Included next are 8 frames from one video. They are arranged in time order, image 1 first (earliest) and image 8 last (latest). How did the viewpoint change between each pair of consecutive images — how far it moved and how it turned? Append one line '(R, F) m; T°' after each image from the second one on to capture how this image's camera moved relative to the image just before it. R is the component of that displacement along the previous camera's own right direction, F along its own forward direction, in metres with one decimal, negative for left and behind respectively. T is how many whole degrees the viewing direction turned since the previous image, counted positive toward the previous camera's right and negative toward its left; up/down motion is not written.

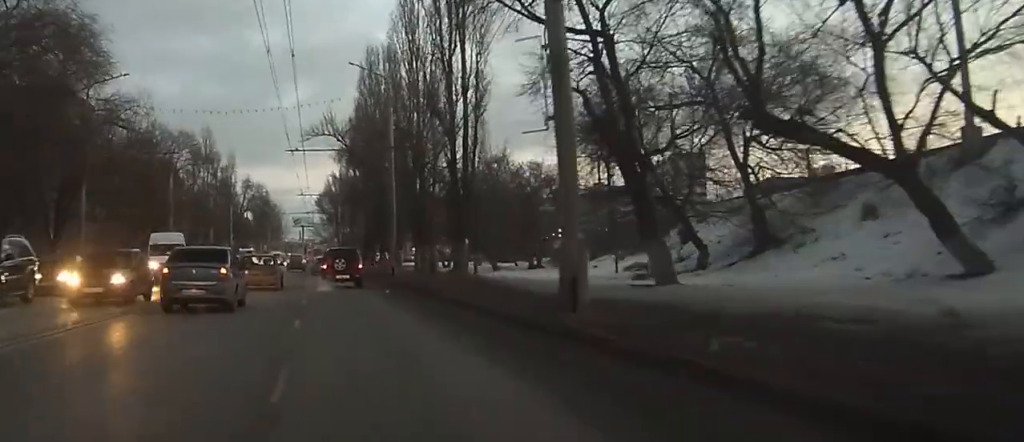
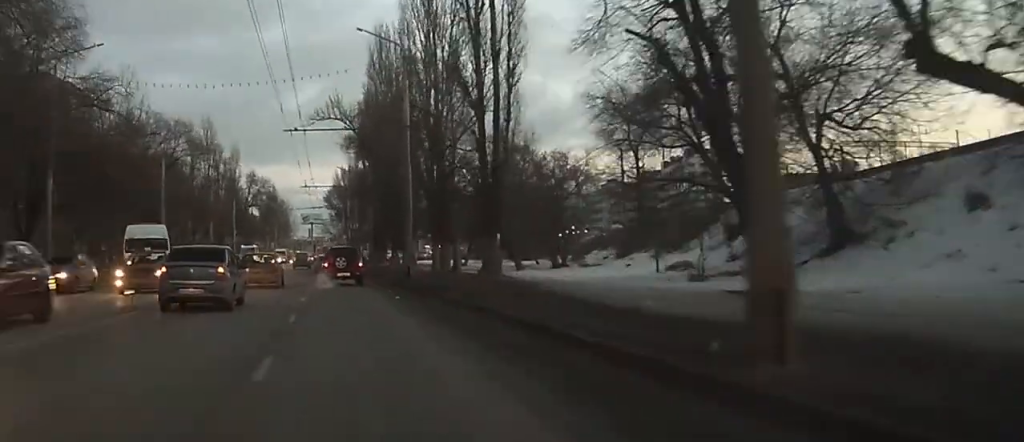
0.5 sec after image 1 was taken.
(+0.1, +6.5) m; 0°
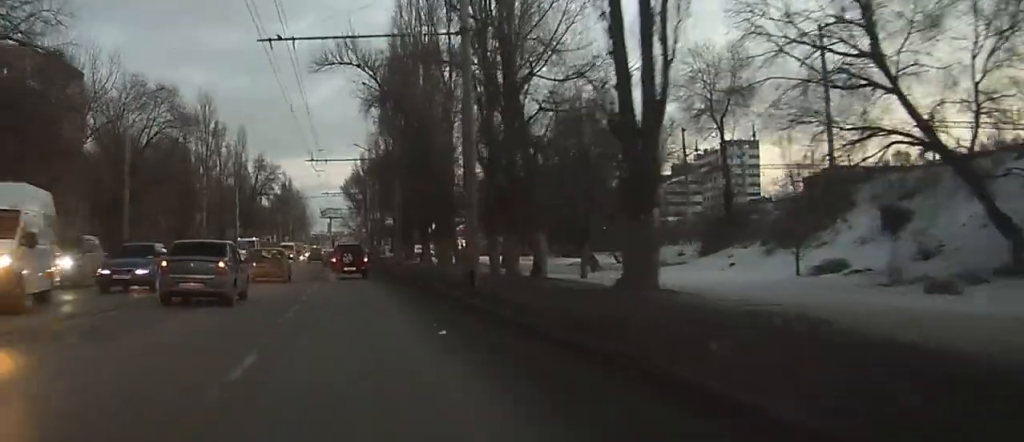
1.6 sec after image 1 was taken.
(+0.1, +15.8) m; 0°
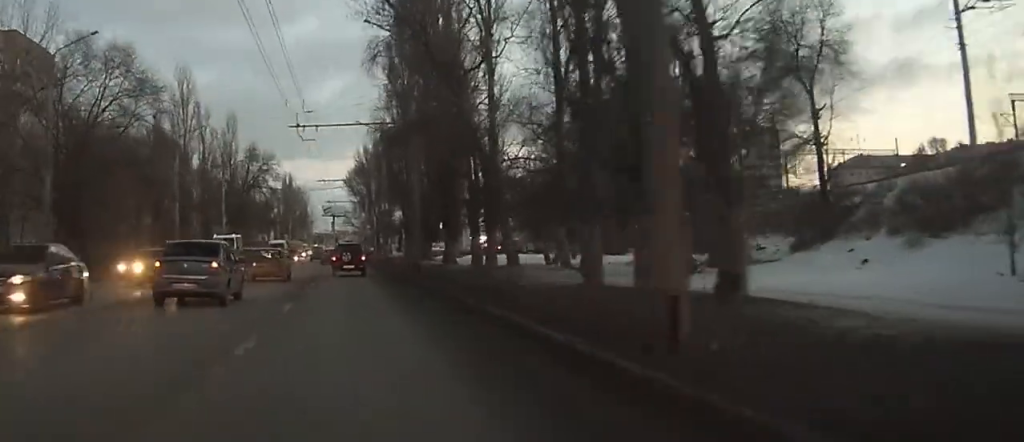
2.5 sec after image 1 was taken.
(0.0, +14.2) m; 0°
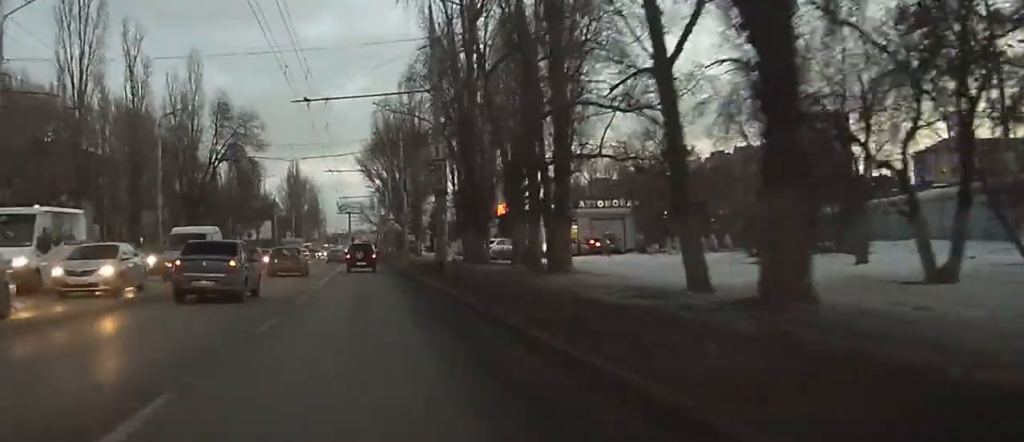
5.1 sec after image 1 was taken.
(-0.7, +38.0) m; -2°
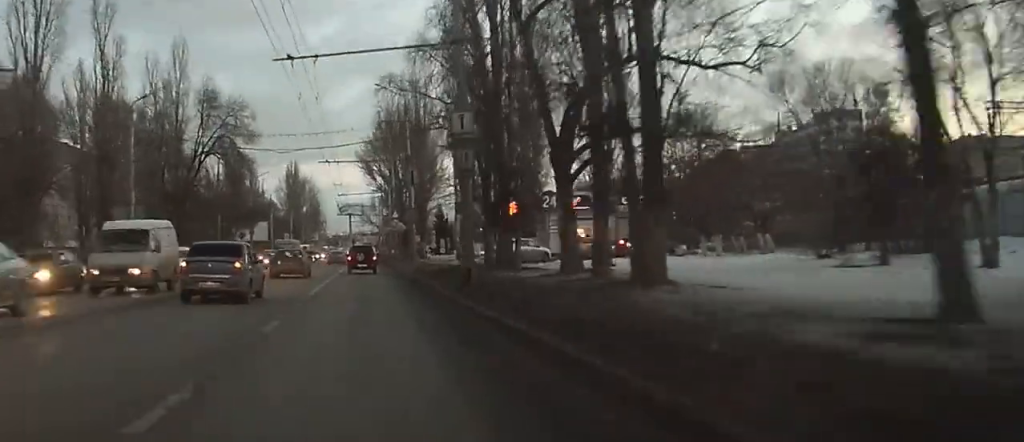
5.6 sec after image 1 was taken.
(0.0, +7.5) m; 0°
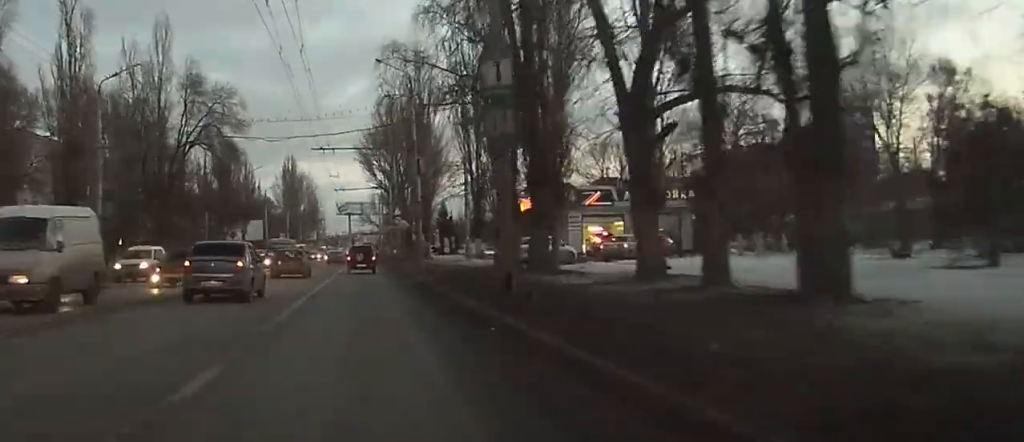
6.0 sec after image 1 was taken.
(0.0, +6.5) m; 0°
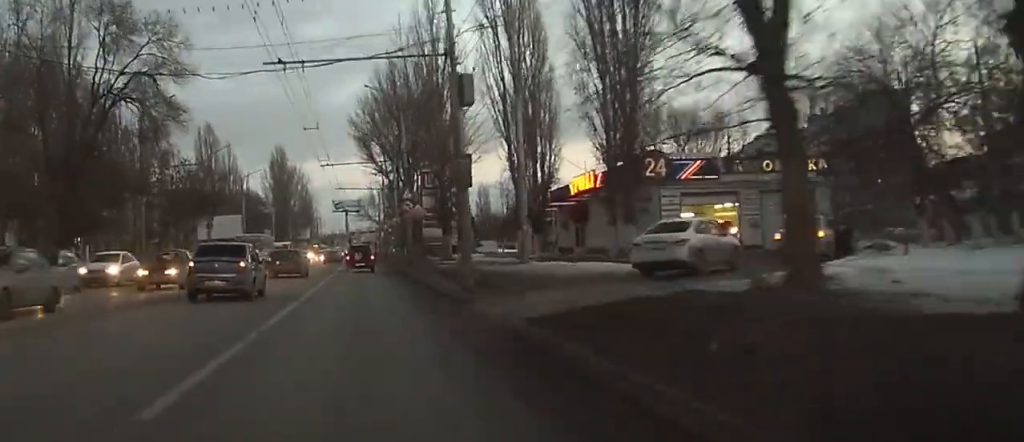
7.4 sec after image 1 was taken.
(+0.2, +20.6) m; +2°
